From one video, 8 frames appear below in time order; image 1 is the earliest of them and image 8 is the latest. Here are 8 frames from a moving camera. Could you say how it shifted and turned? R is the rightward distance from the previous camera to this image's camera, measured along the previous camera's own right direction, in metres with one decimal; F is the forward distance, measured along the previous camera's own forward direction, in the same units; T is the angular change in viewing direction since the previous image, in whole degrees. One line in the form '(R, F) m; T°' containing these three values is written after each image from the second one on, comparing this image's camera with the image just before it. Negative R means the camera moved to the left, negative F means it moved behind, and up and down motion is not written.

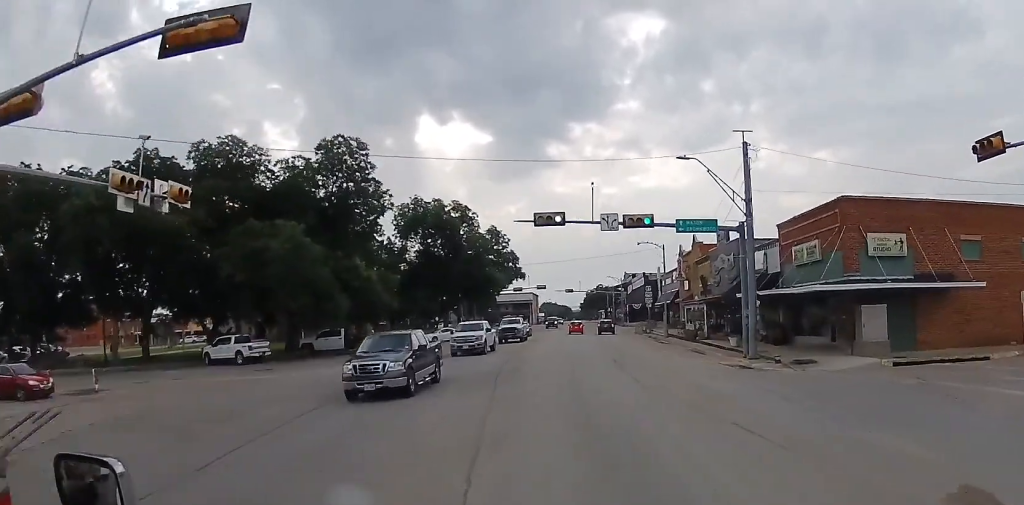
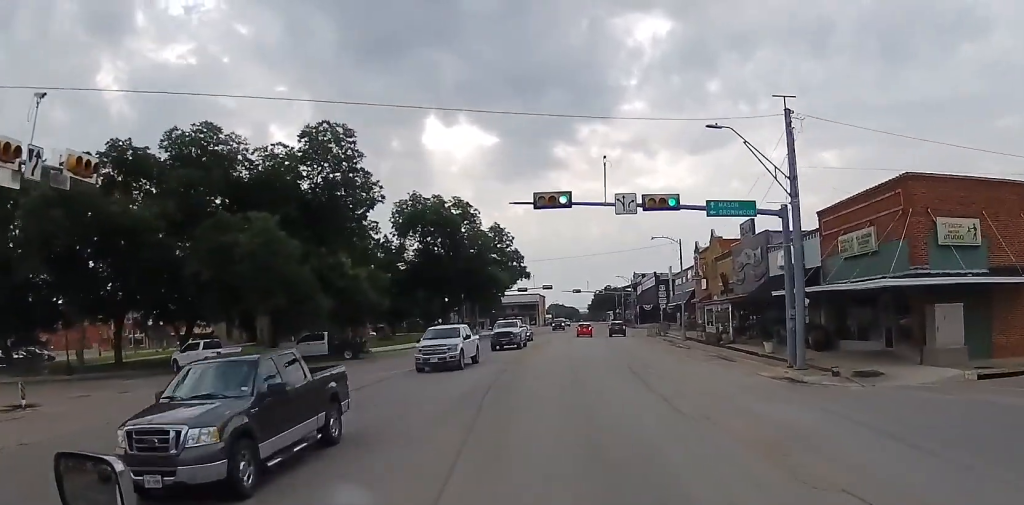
(-0.1, +5.2) m; -1°
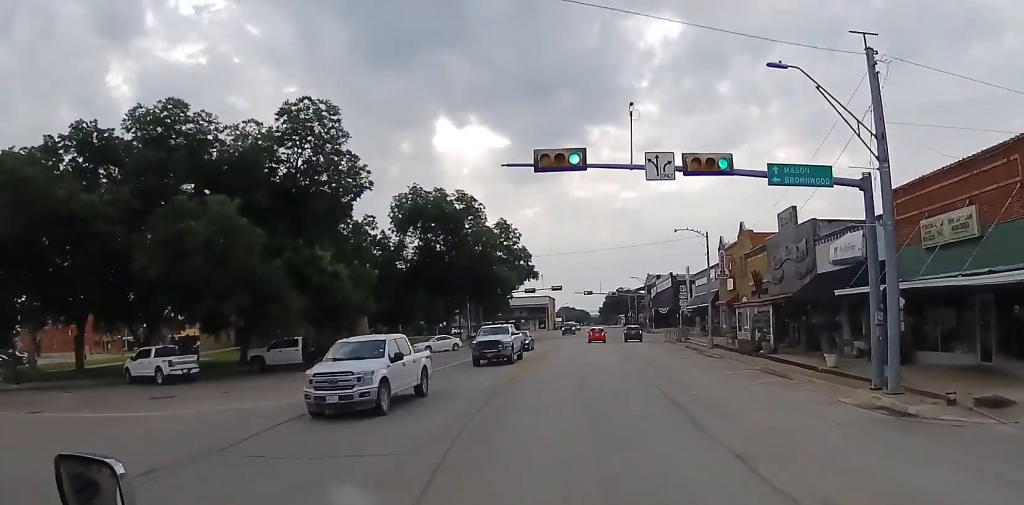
(-0.2, +6.4) m; -2°
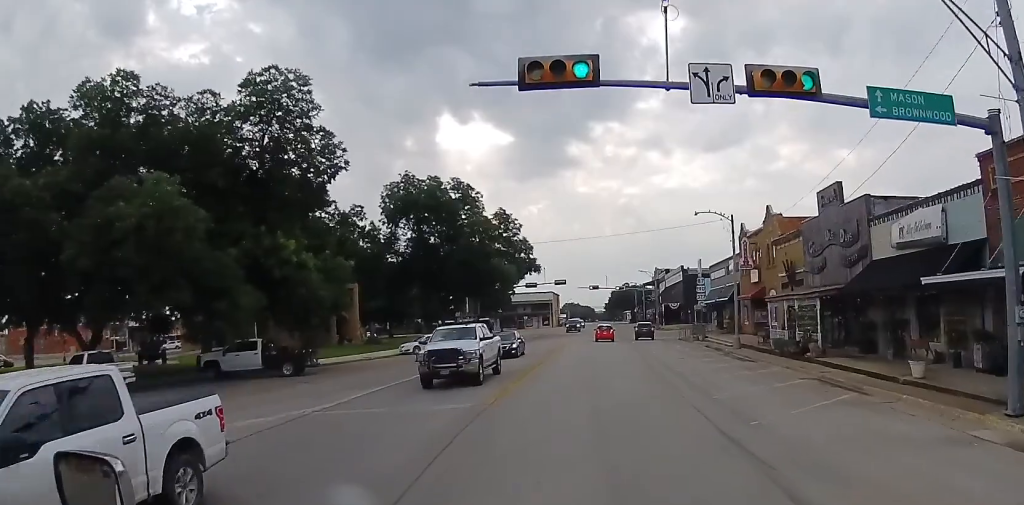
(0.0, +6.0) m; 0°
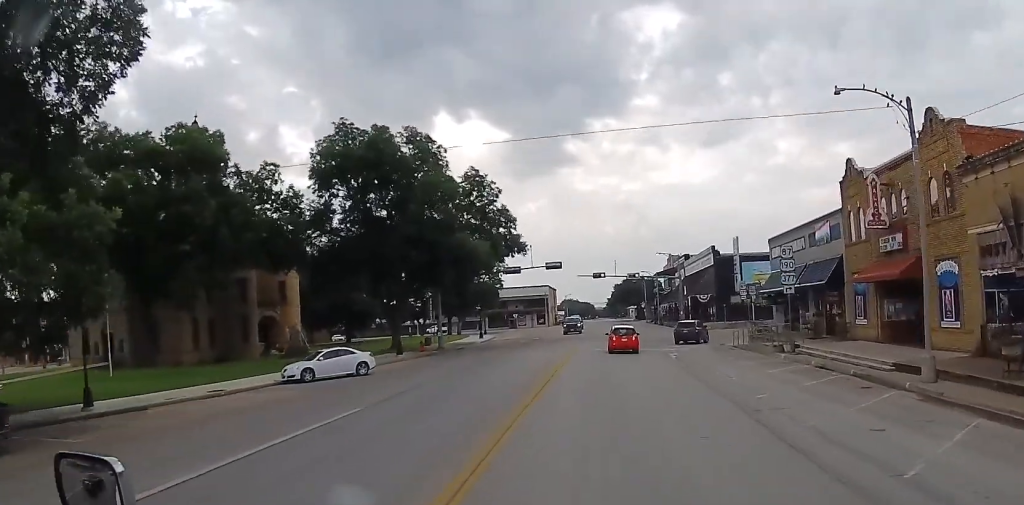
(-1.1, +22.3) m; -2°
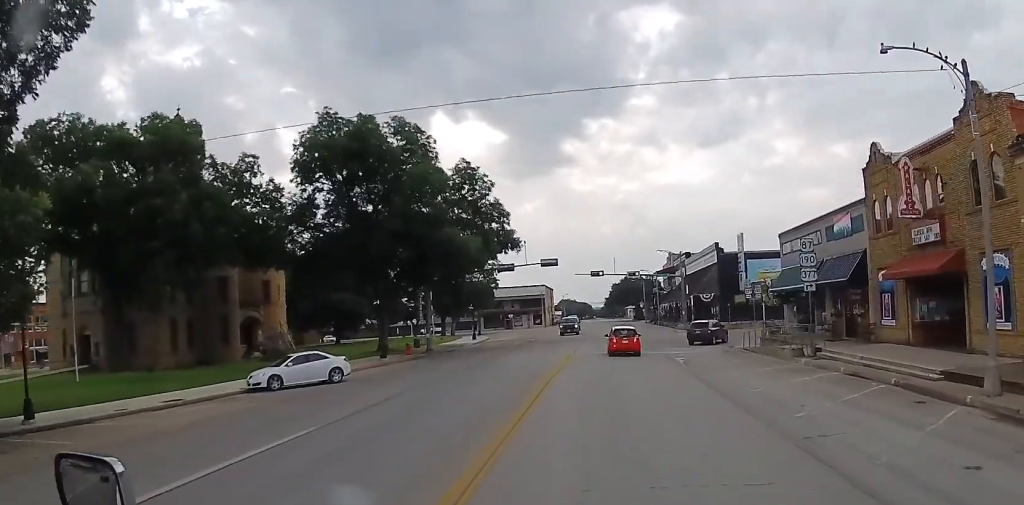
(+0.1, +3.3) m; +2°
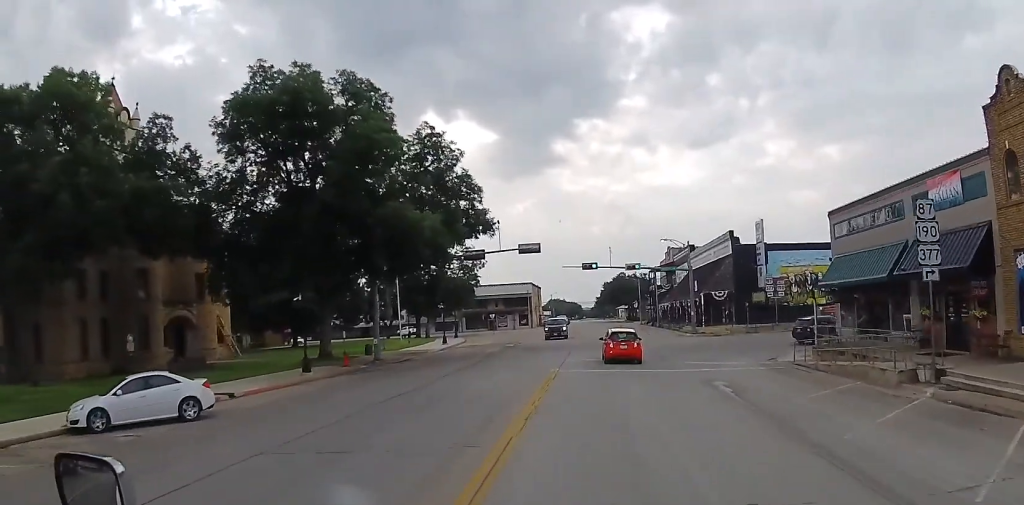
(+0.1, +10.9) m; +1°
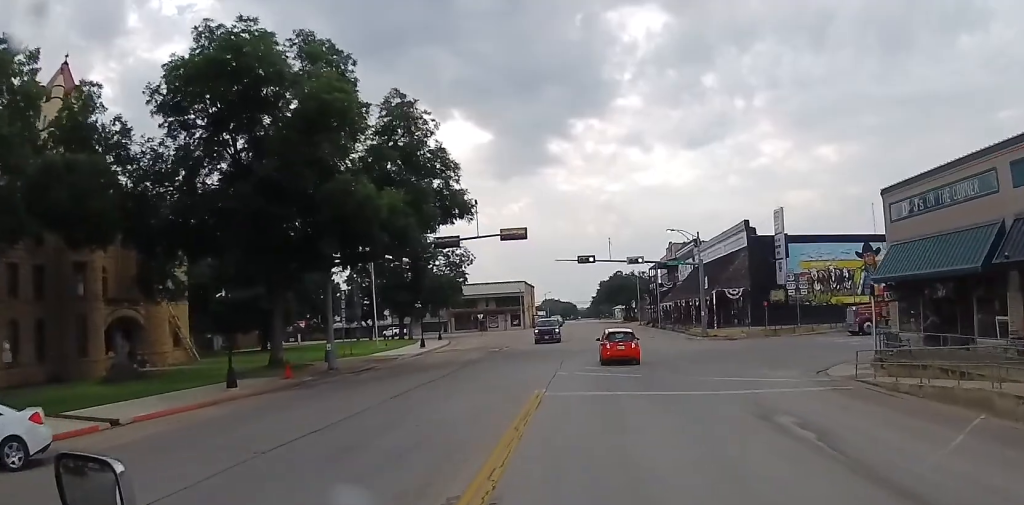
(0.0, +7.0) m; 0°
